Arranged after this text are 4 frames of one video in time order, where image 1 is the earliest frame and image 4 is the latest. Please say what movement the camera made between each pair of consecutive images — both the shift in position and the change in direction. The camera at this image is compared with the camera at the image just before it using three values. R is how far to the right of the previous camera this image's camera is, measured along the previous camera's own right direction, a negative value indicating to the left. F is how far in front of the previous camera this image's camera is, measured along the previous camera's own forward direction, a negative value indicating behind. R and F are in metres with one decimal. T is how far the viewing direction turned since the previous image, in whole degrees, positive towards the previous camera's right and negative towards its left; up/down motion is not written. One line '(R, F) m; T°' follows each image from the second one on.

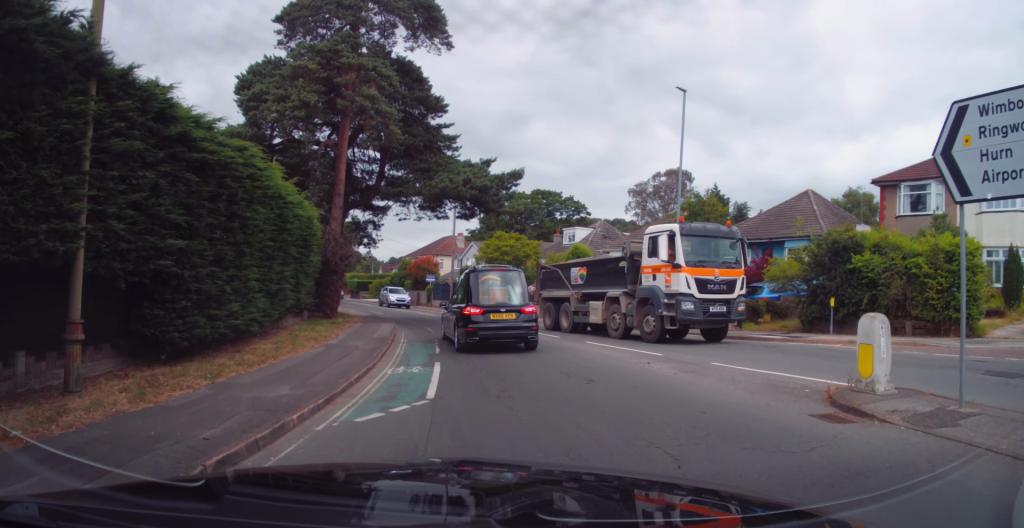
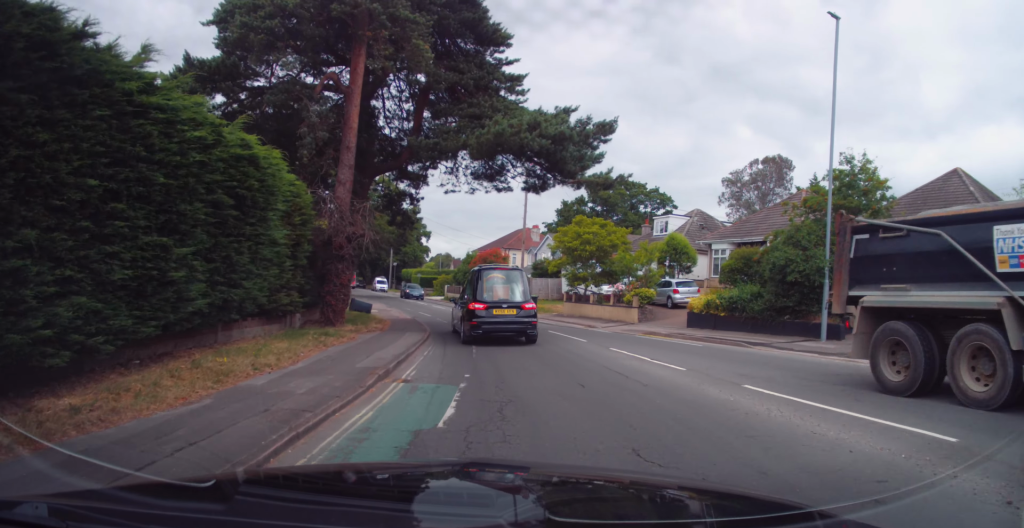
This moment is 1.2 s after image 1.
(0.0, +8.2) m; -4°
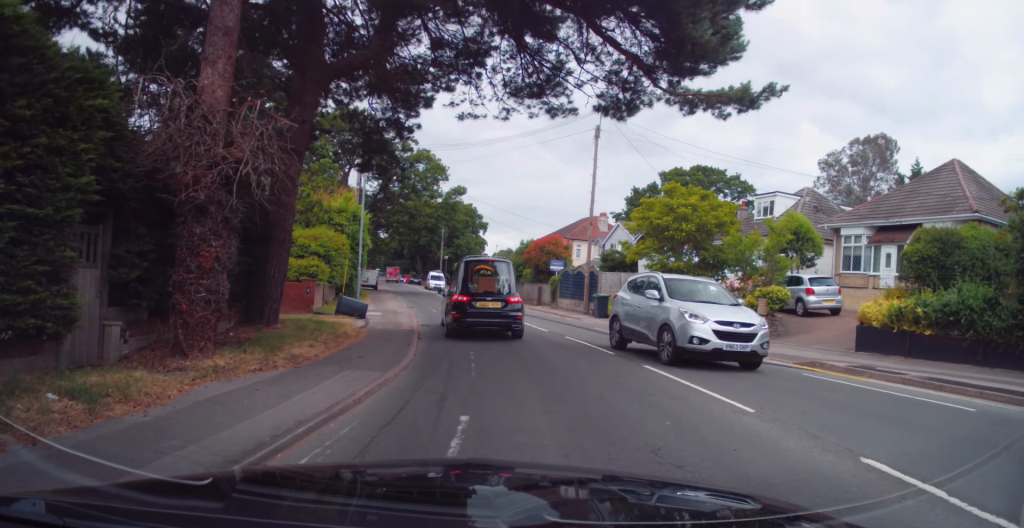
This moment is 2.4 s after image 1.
(-0.6, +9.6) m; -5°
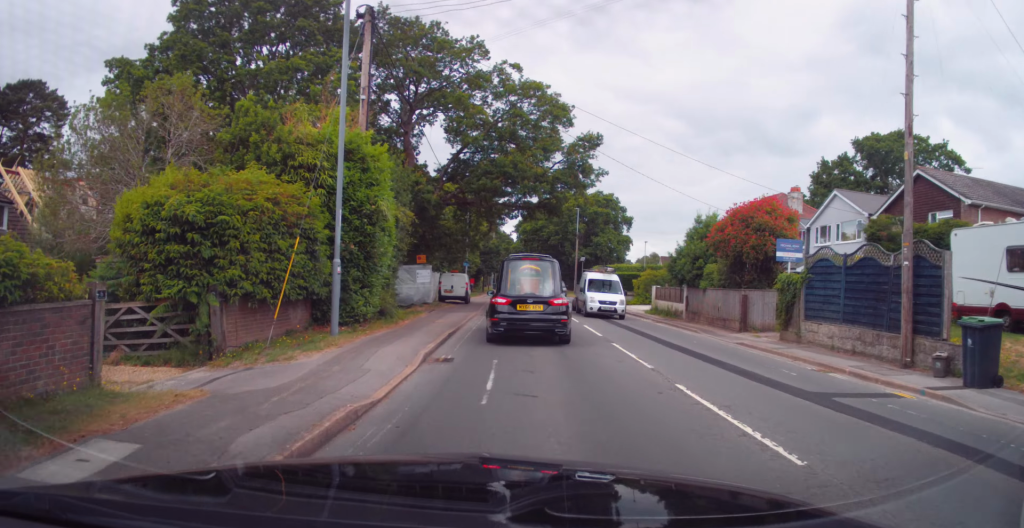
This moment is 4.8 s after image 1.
(-1.7, +19.9) m; -10°
